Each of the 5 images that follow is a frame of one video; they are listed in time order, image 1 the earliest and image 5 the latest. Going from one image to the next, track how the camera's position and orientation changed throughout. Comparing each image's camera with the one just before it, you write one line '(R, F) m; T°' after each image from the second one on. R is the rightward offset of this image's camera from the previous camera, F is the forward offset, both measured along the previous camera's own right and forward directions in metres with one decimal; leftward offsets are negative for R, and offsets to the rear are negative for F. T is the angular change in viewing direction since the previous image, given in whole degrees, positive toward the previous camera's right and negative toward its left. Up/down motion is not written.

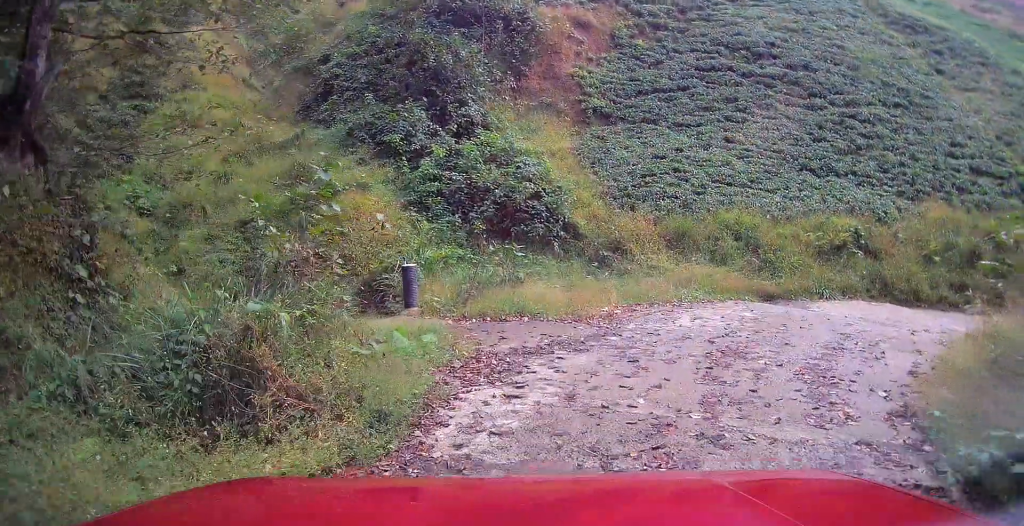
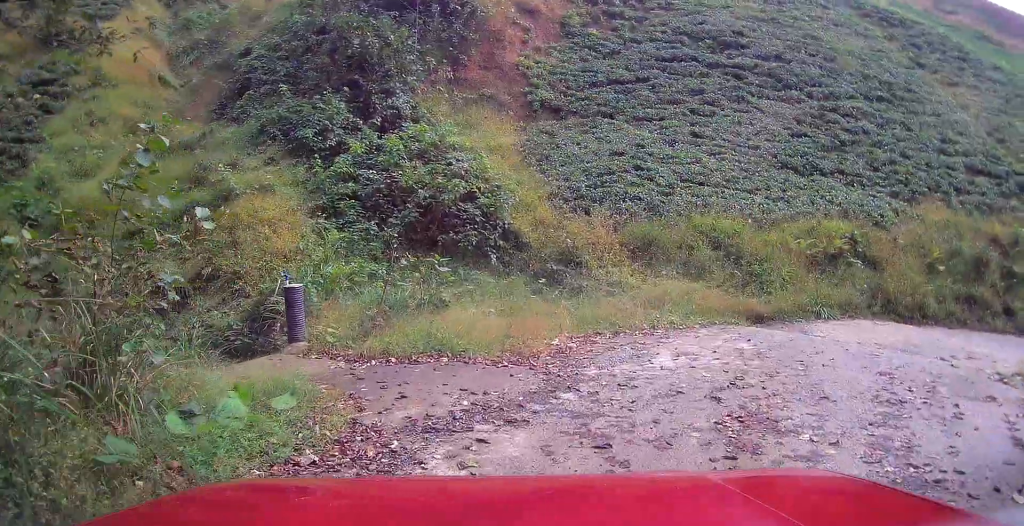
(+0.1, +2.6) m; +5°
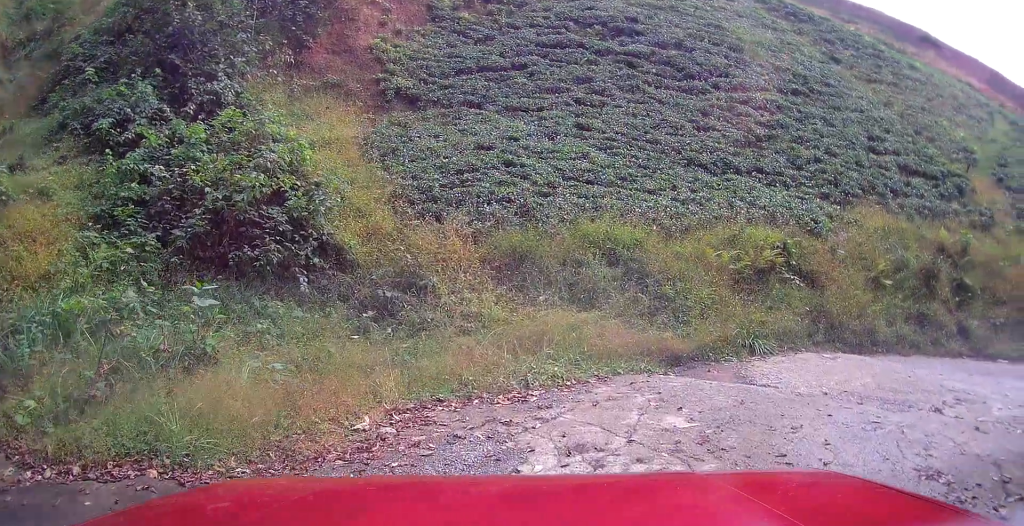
(+0.2, +3.3) m; +9°
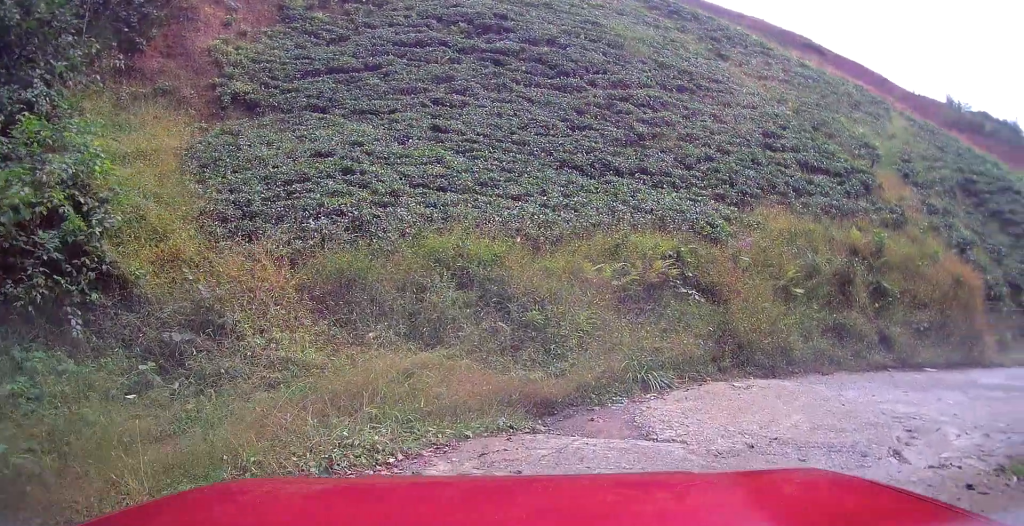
(0.0, +1.9) m; +7°
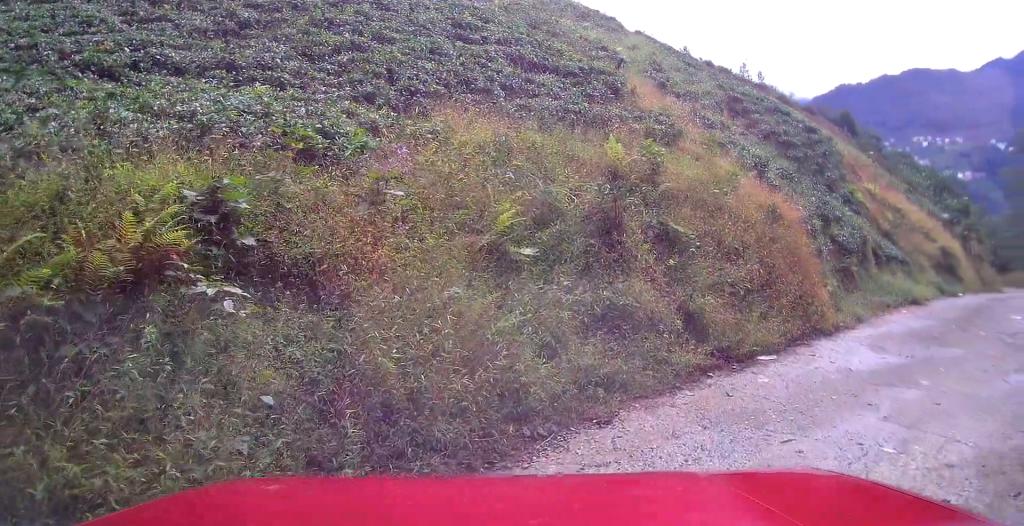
(+1.8, +5.4) m; +41°
